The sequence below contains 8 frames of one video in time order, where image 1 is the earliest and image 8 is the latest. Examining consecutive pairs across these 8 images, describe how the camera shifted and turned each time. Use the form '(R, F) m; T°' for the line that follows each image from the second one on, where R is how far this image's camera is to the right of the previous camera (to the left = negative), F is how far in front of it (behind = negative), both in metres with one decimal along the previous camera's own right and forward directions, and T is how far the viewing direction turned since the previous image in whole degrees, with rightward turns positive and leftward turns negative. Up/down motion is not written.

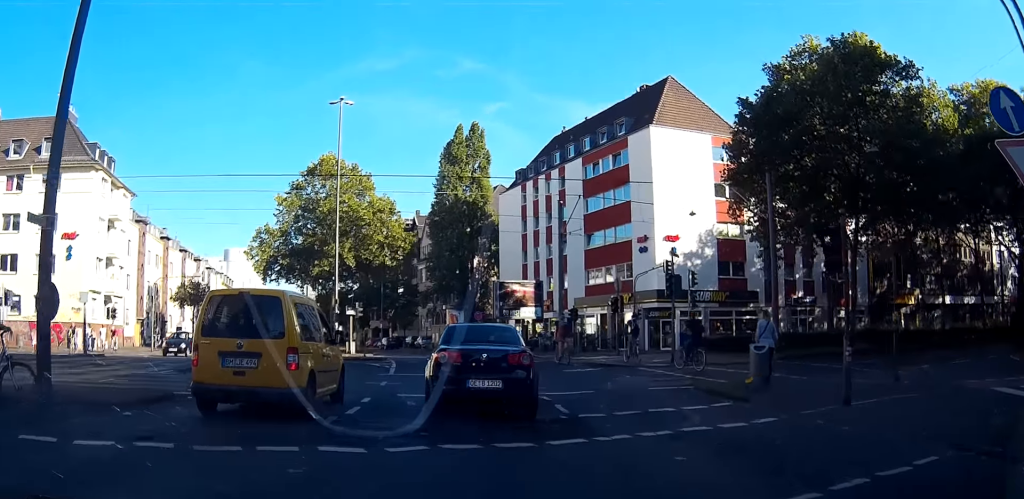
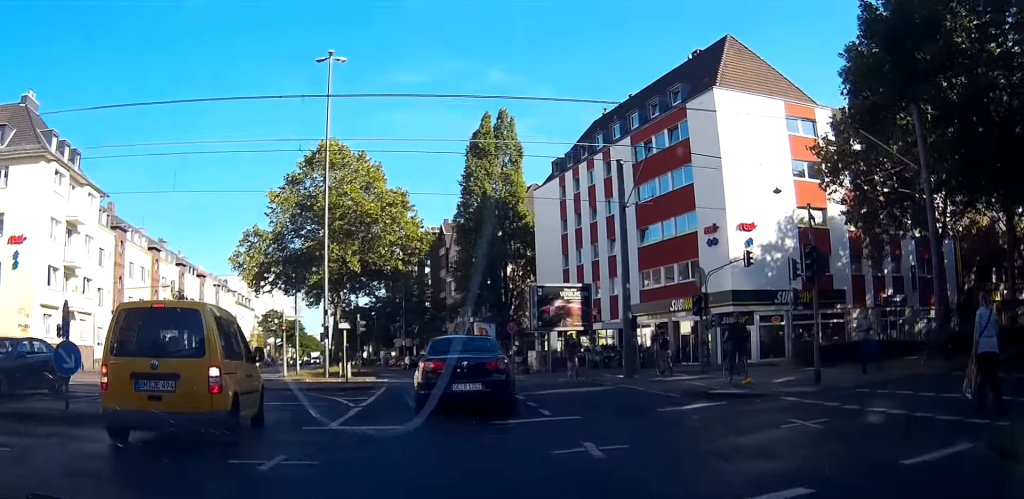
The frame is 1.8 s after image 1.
(+0.8, +15.1) m; 0°
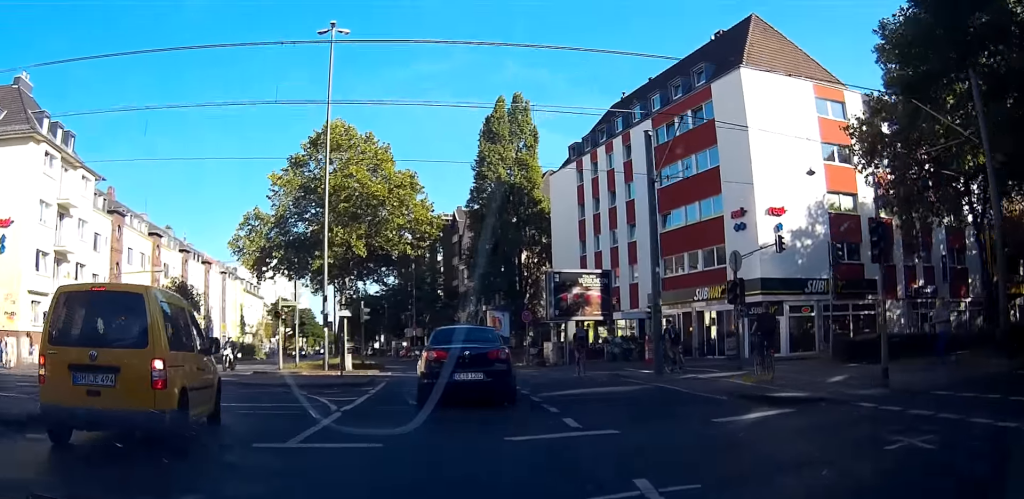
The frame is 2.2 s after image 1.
(0.0, +3.6) m; -3°
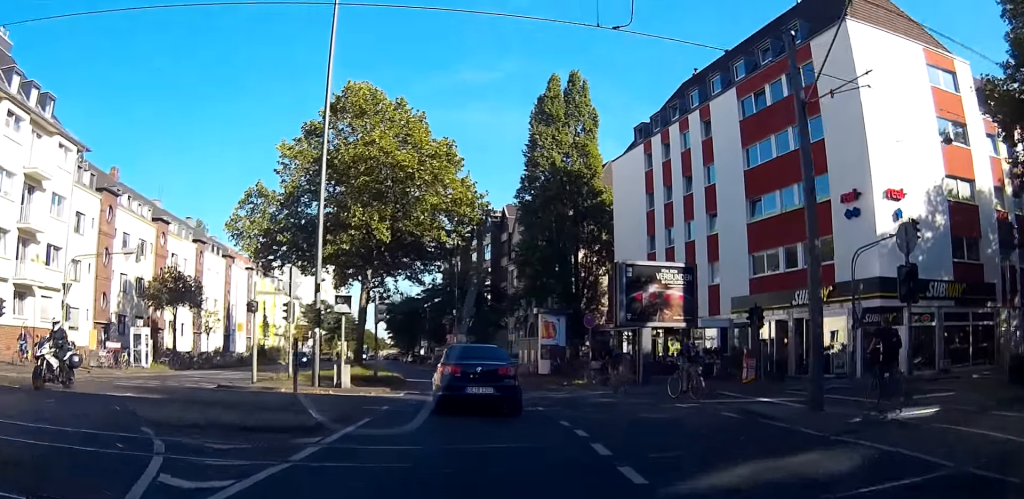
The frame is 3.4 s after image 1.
(-1.2, +11.5) m; -12°
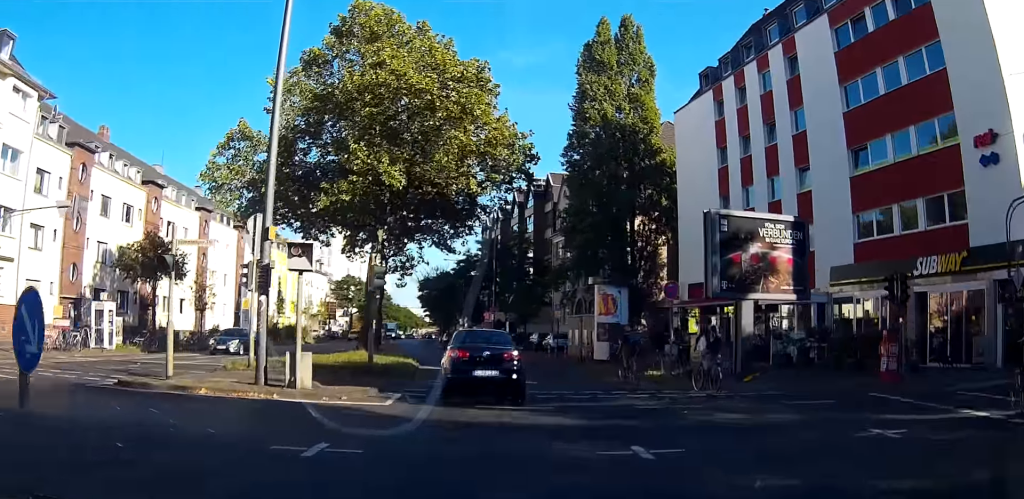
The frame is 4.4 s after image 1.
(-1.0, +10.7) m; -9°
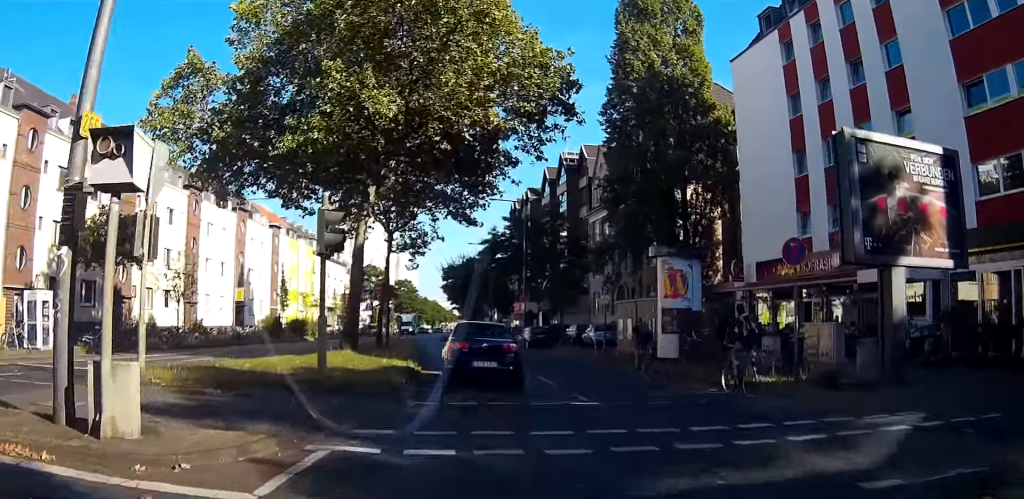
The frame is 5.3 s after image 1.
(-0.5, +10.1) m; -6°
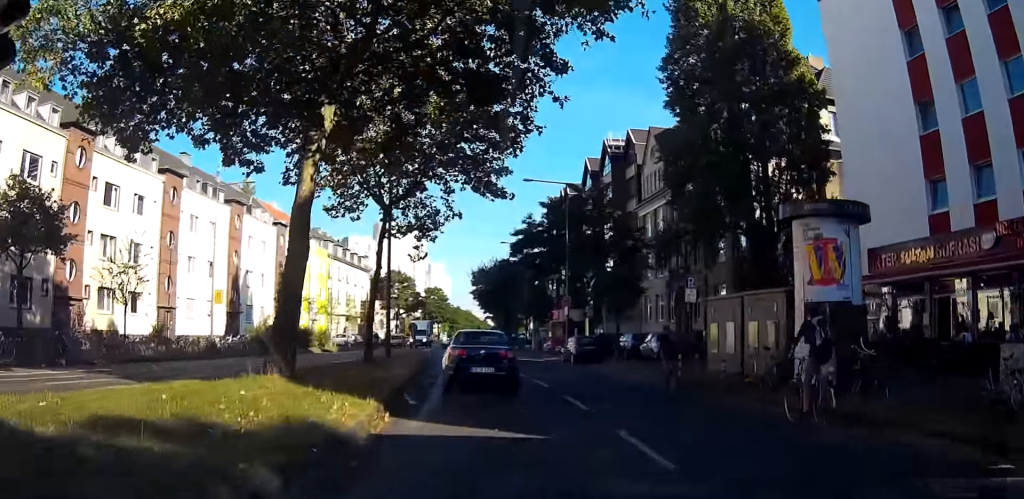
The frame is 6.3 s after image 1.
(-0.7, +12.4) m; -6°
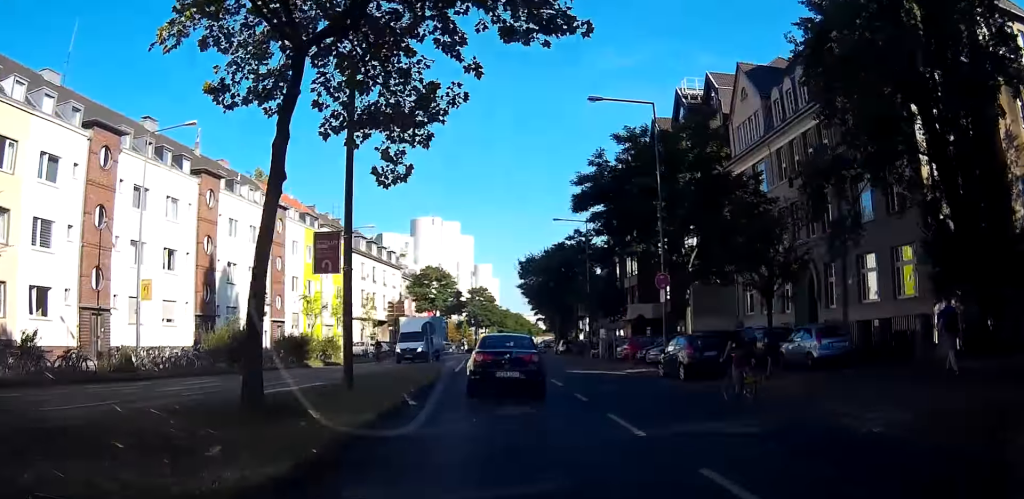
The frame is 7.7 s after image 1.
(-0.9, +16.5) m; -4°
